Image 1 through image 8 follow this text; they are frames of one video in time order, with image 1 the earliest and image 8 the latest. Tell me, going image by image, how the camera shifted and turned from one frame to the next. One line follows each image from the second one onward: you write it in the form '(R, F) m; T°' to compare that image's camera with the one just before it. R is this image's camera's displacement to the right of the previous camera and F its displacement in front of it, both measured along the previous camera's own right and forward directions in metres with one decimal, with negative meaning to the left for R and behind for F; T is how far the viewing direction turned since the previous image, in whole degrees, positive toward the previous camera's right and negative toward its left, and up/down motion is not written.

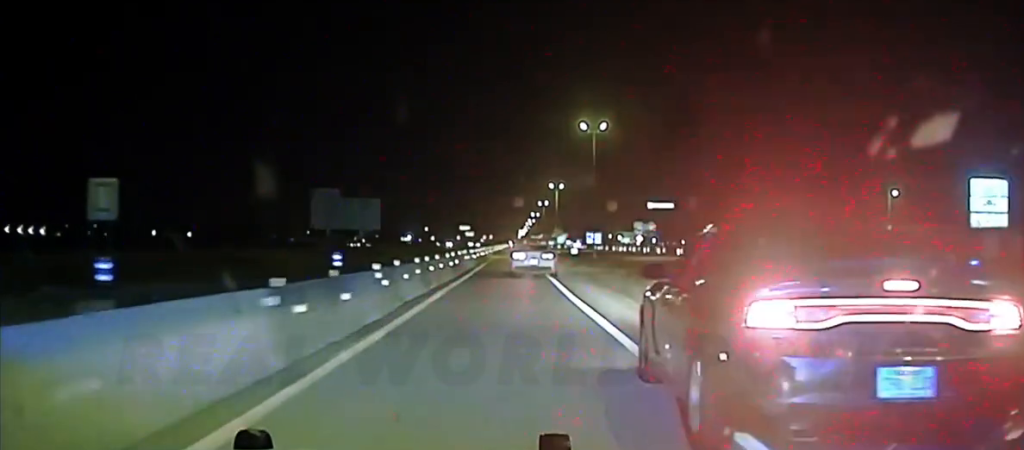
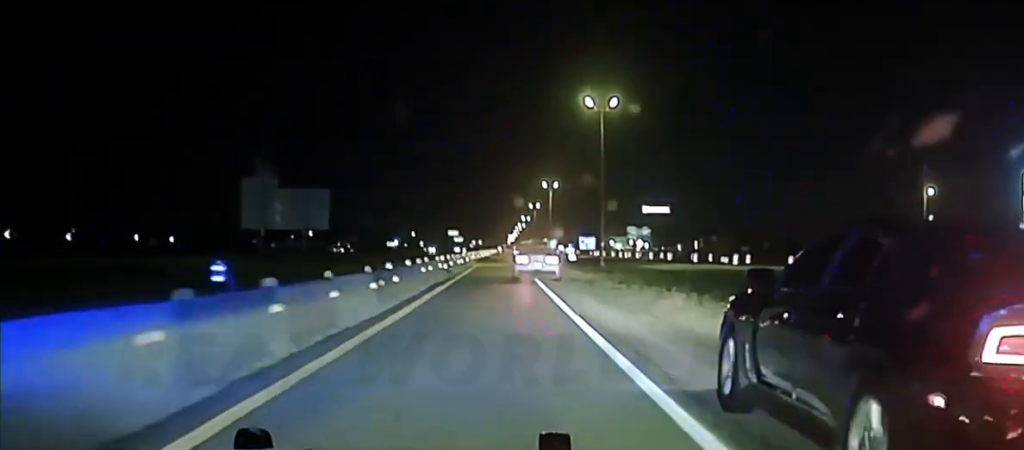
(0.0, +15.7) m; +1°
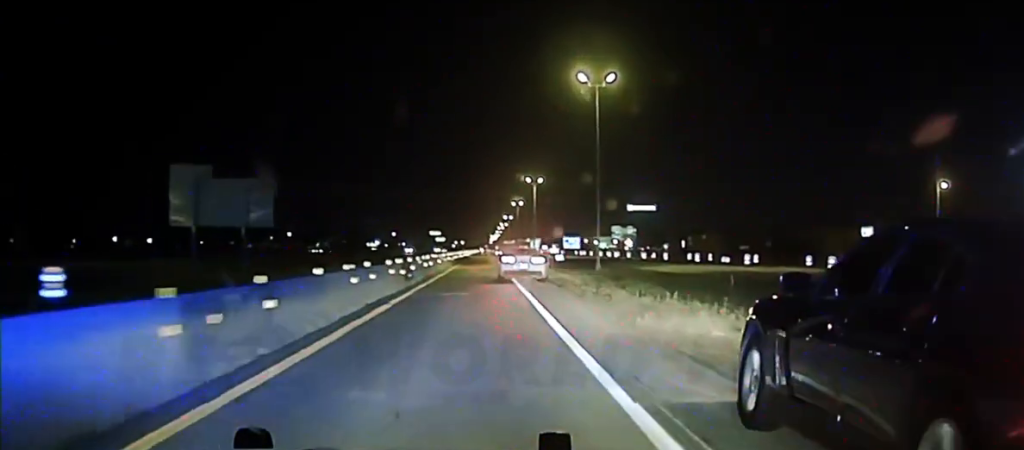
(-0.1, +8.9) m; +1°
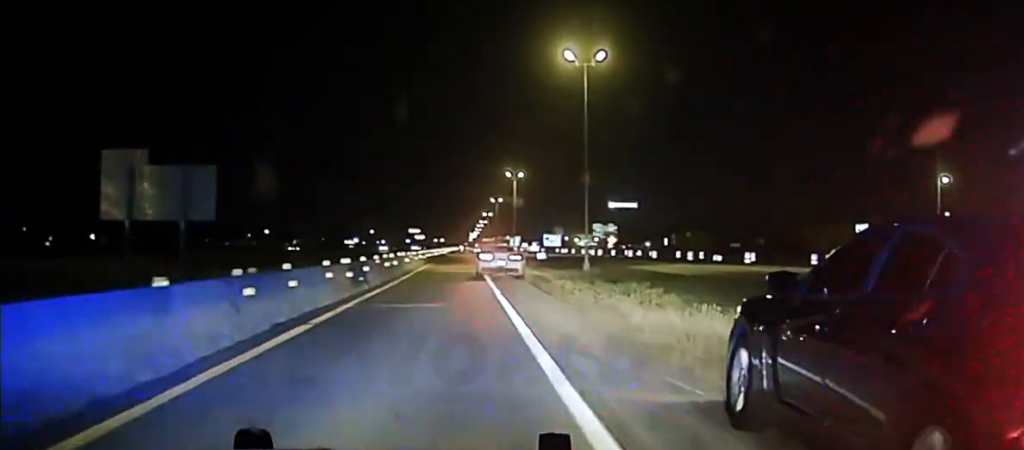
(+0.2, +5.5) m; +2°
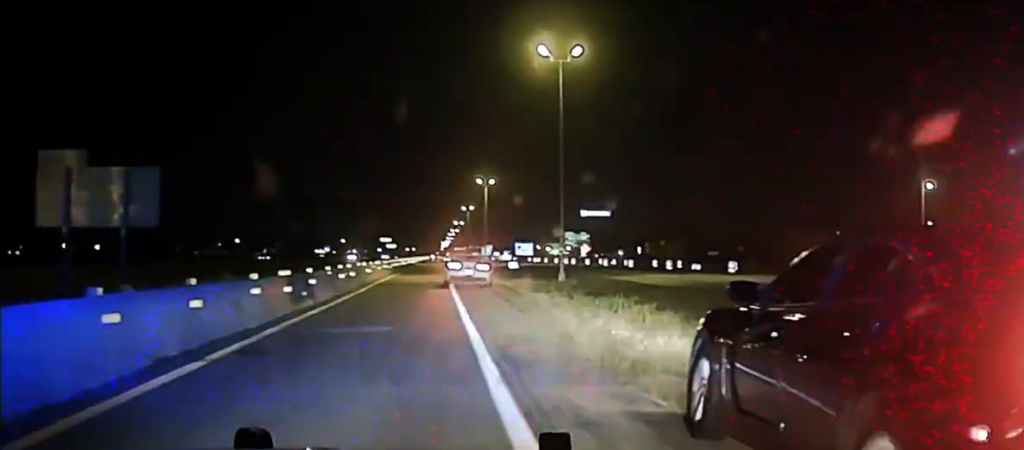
(0.0, +3.0) m; +1°
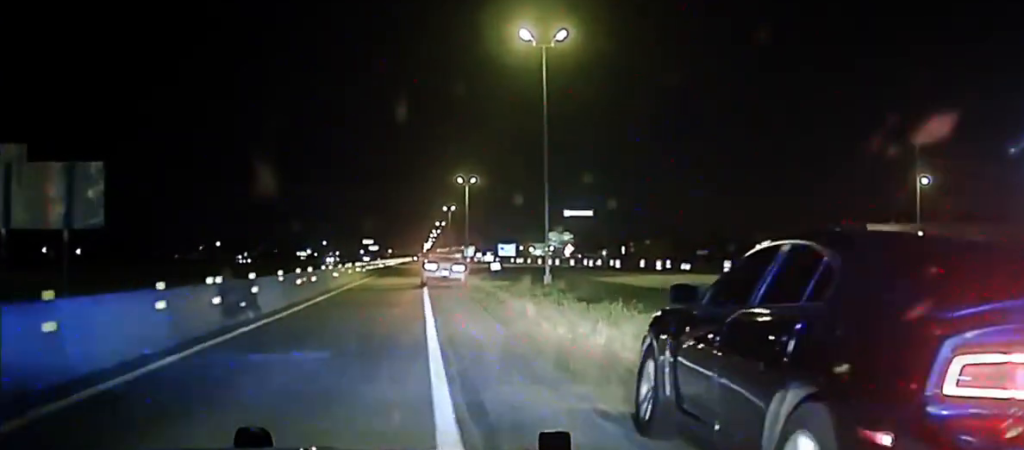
(0.0, +2.9) m; +1°
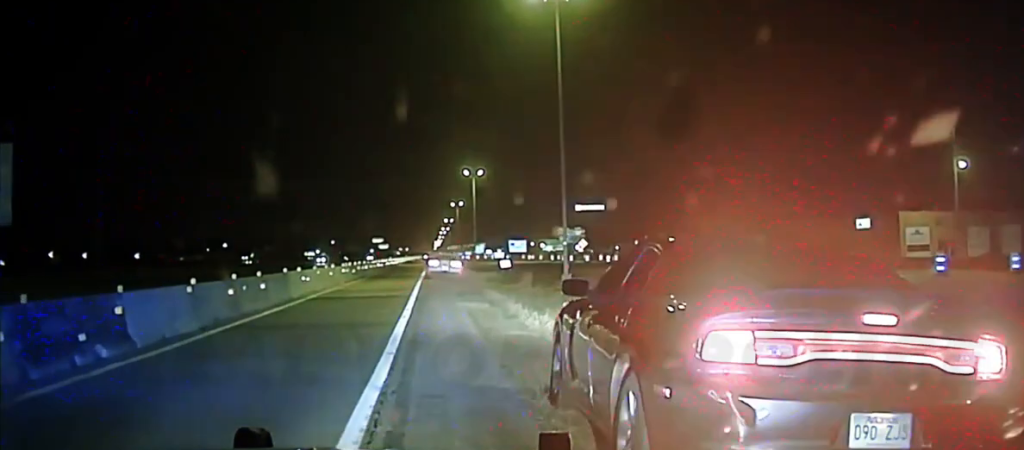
(0.0, +4.7) m; +1°
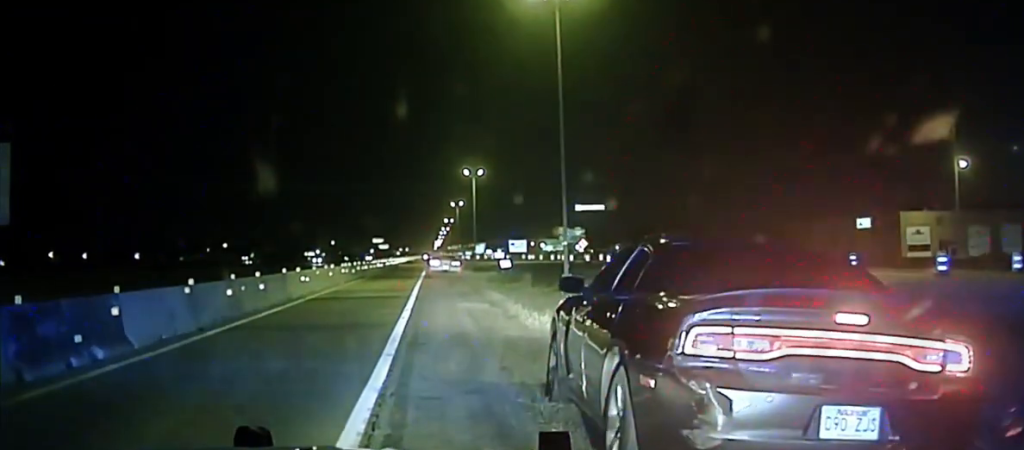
(0.0, +0.1) m; 0°
